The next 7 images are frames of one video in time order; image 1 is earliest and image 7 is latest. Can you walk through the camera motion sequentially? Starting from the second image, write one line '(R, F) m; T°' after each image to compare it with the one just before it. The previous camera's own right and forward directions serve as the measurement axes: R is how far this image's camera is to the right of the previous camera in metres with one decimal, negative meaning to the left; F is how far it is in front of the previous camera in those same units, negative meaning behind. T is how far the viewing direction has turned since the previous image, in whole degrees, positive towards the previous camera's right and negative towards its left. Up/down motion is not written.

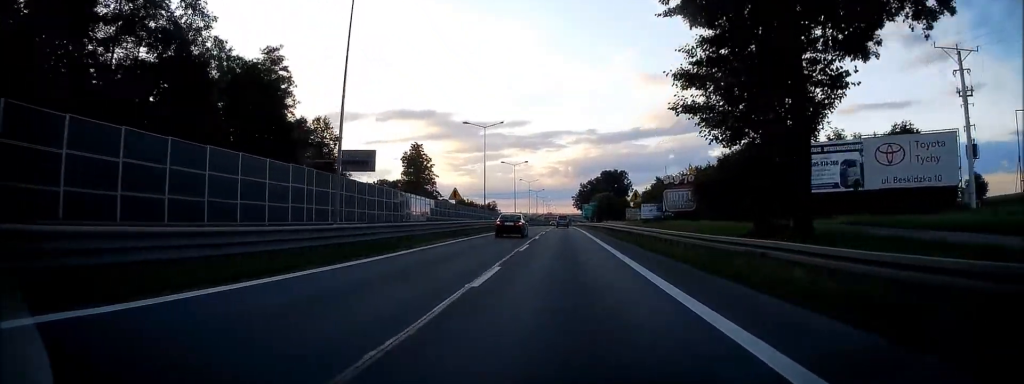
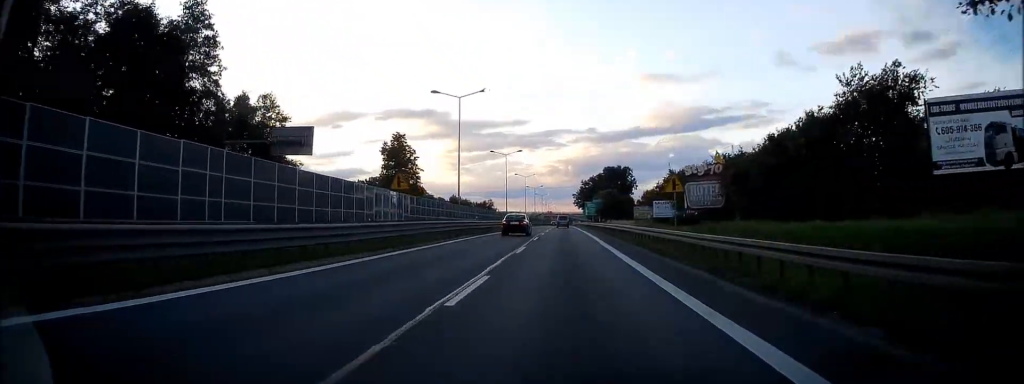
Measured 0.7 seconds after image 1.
(-0.1, +14.4) m; 0°
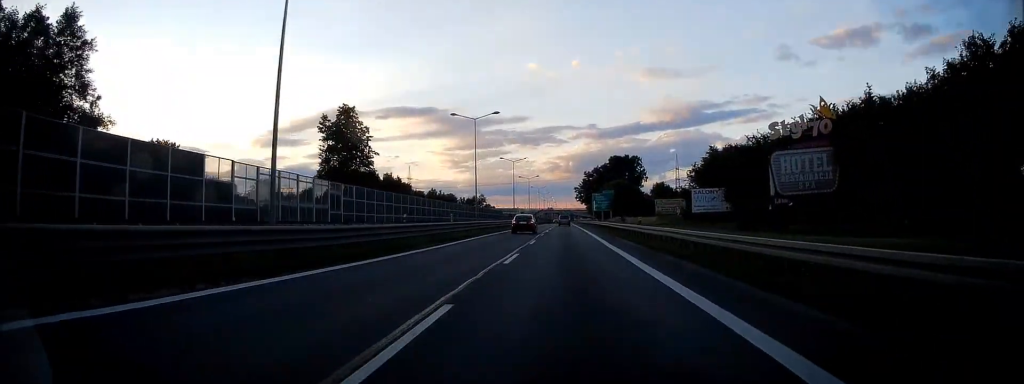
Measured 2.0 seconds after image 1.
(0.0, +28.3) m; 0°
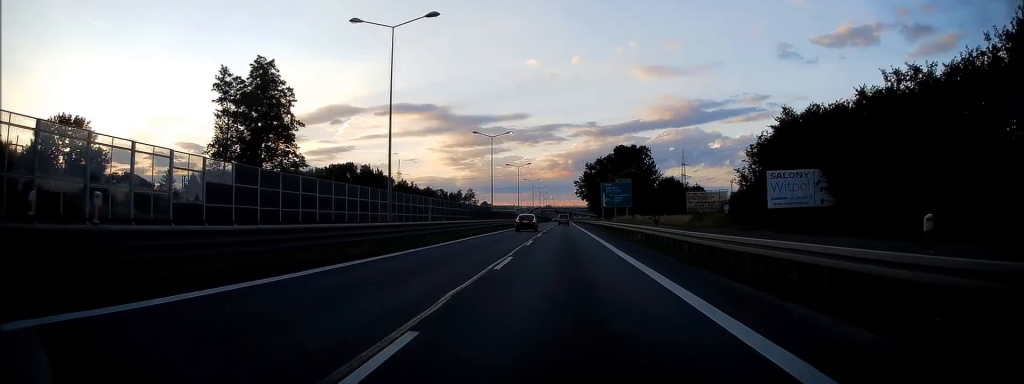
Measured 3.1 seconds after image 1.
(0.0, +25.8) m; 0°
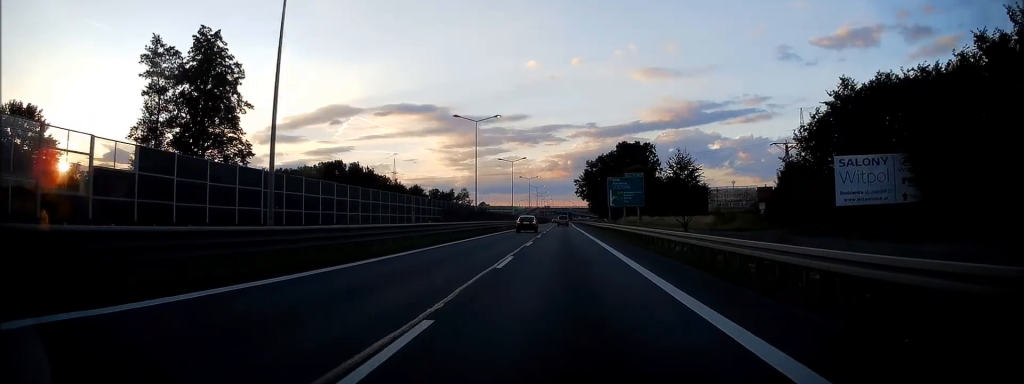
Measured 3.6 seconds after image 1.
(0.0, +11.2) m; 0°
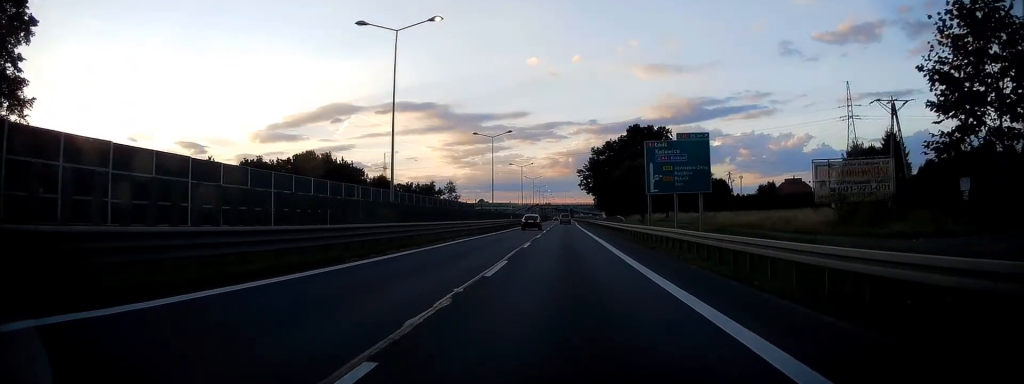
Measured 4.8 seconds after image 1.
(+0.1, +26.3) m; 0°
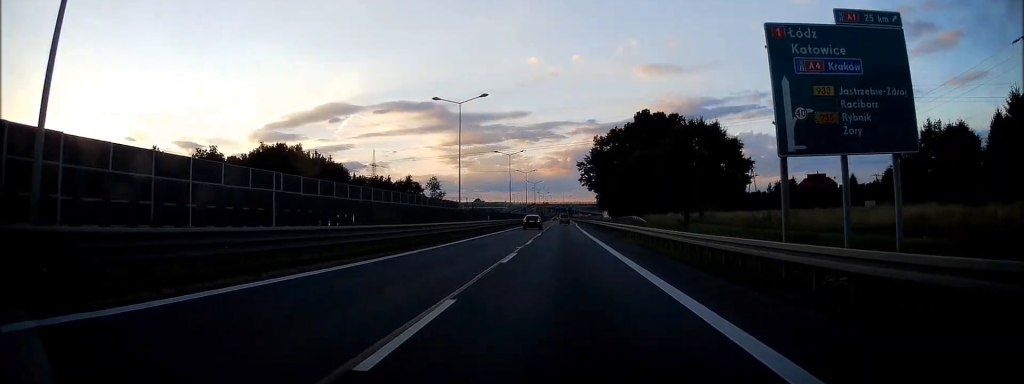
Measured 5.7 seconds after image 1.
(-0.1, +19.7) m; 0°
